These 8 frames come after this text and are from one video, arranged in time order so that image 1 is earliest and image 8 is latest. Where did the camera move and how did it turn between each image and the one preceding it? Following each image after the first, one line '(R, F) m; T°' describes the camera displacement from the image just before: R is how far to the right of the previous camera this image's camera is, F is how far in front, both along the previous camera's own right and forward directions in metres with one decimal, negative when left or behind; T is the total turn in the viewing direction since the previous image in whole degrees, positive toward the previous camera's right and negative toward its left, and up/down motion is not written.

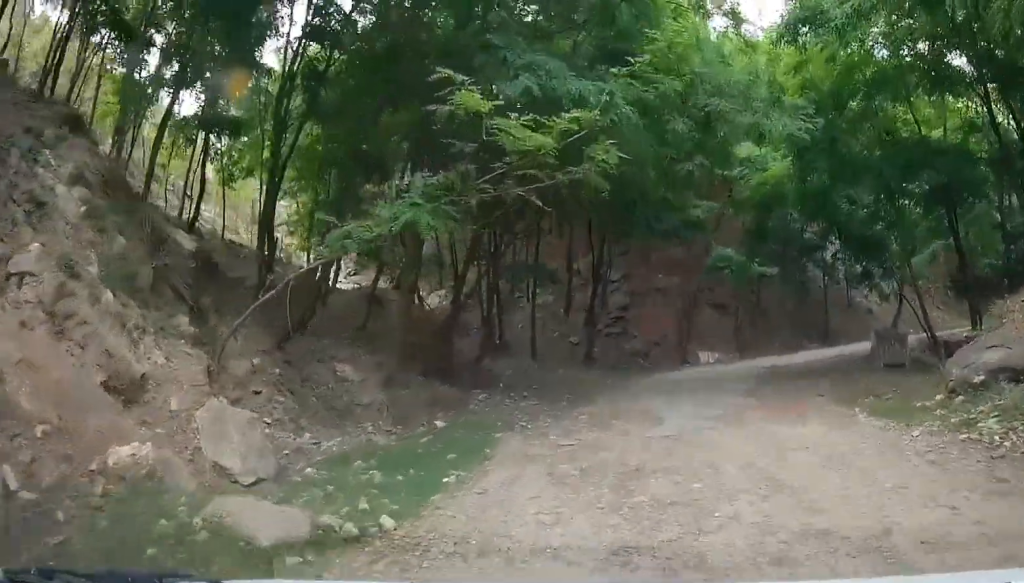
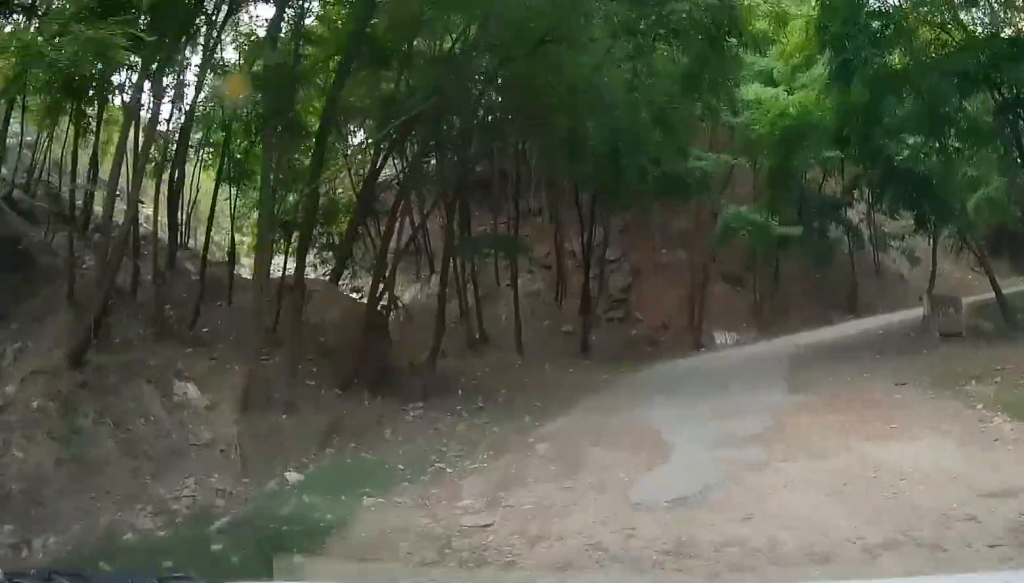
(+0.5, +5.0) m; +1°
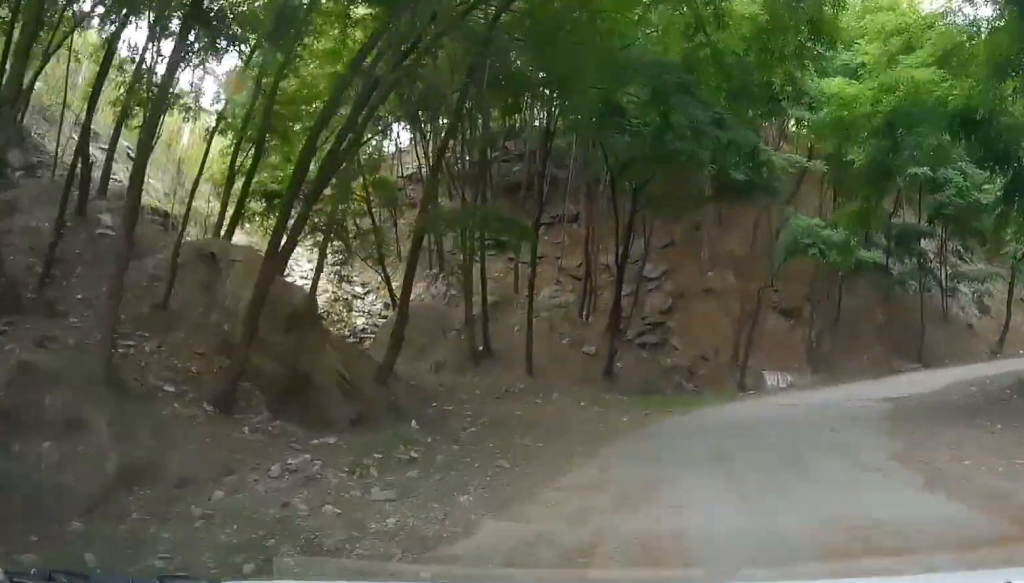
(-0.2, +4.9) m; -1°
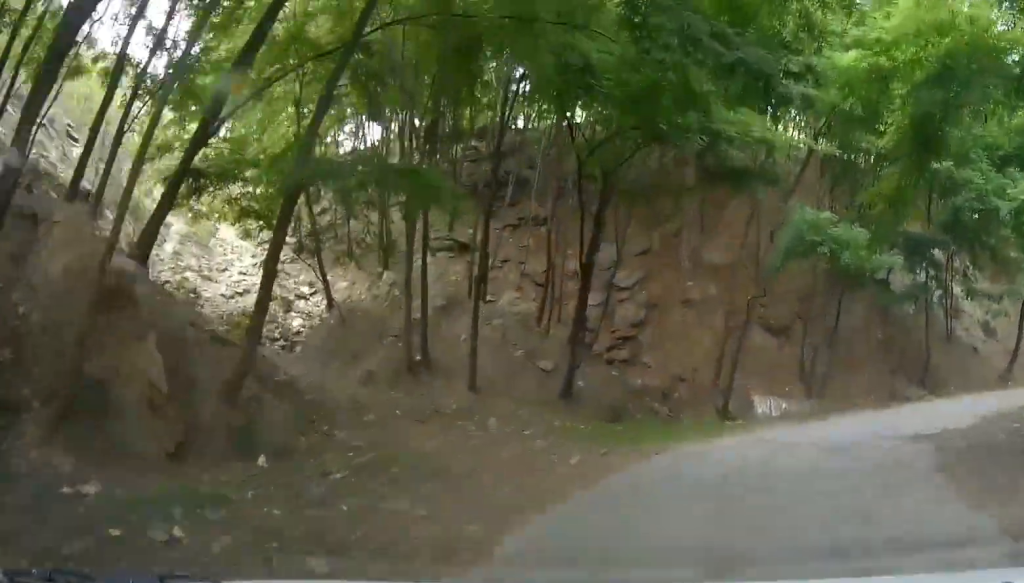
(-0.2, +4.0) m; 0°
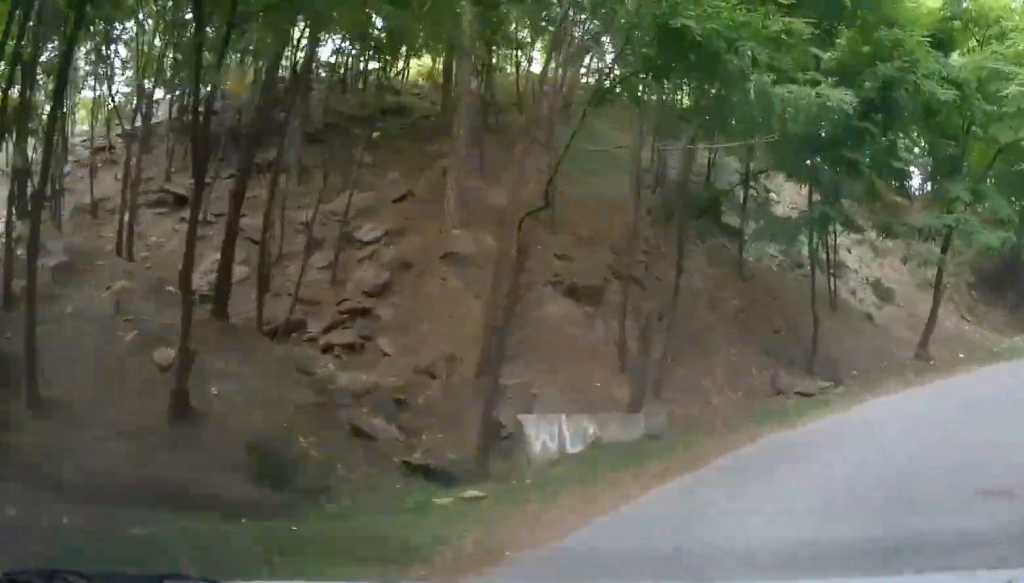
(+1.2, +9.5) m; +17°
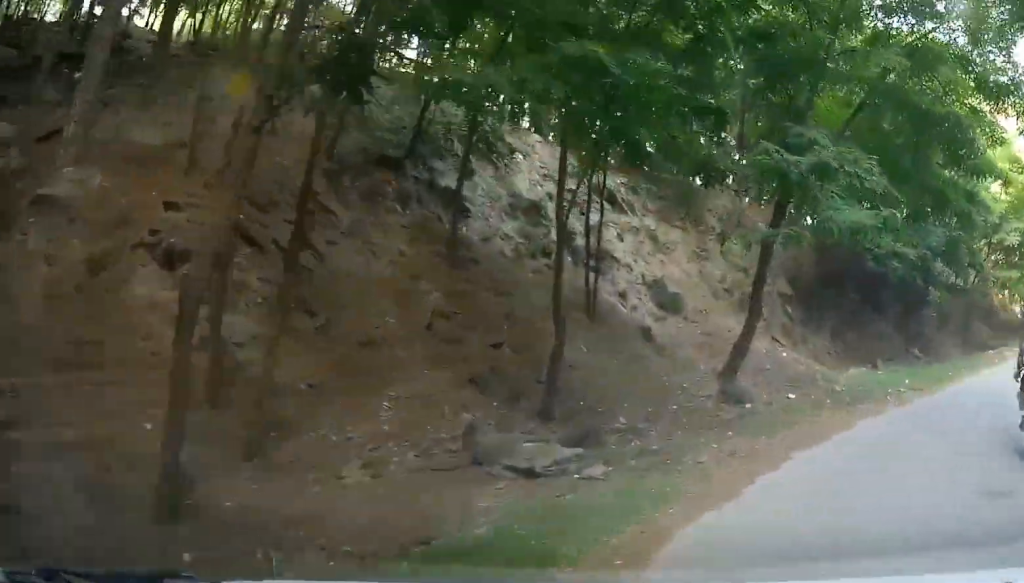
(+1.1, +7.2) m; +20°
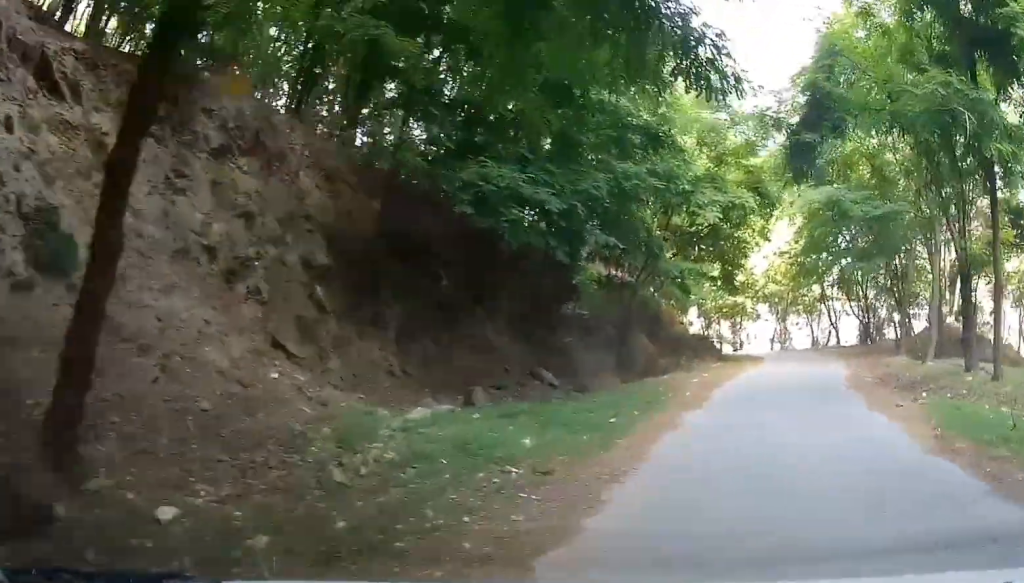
(+1.8, +8.3) m; +22°
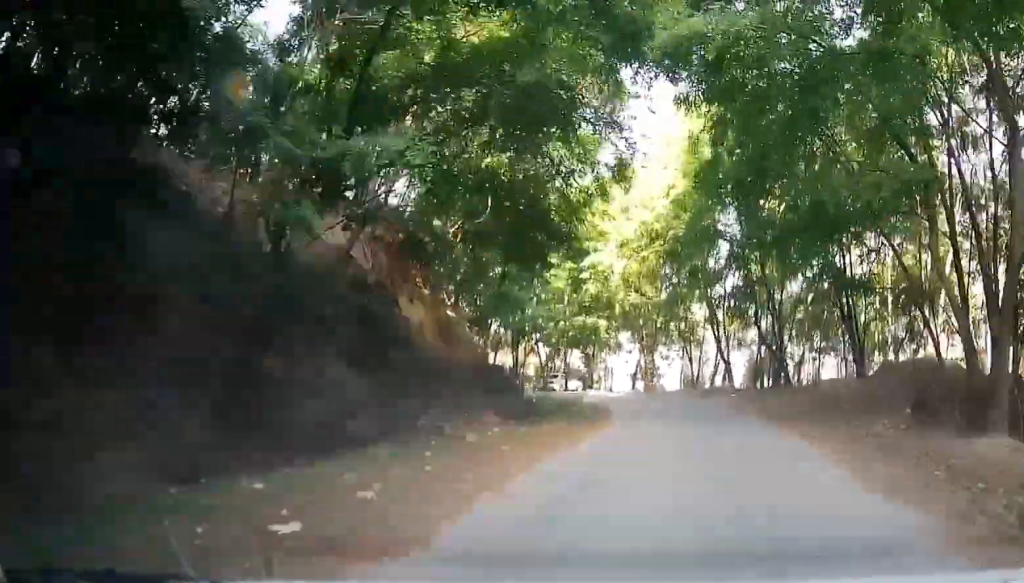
(+2.0, +11.3) m; +14°
